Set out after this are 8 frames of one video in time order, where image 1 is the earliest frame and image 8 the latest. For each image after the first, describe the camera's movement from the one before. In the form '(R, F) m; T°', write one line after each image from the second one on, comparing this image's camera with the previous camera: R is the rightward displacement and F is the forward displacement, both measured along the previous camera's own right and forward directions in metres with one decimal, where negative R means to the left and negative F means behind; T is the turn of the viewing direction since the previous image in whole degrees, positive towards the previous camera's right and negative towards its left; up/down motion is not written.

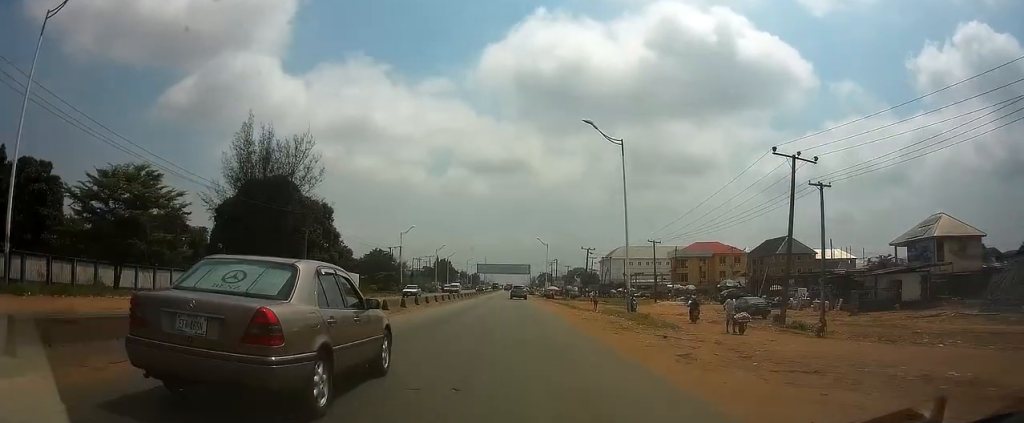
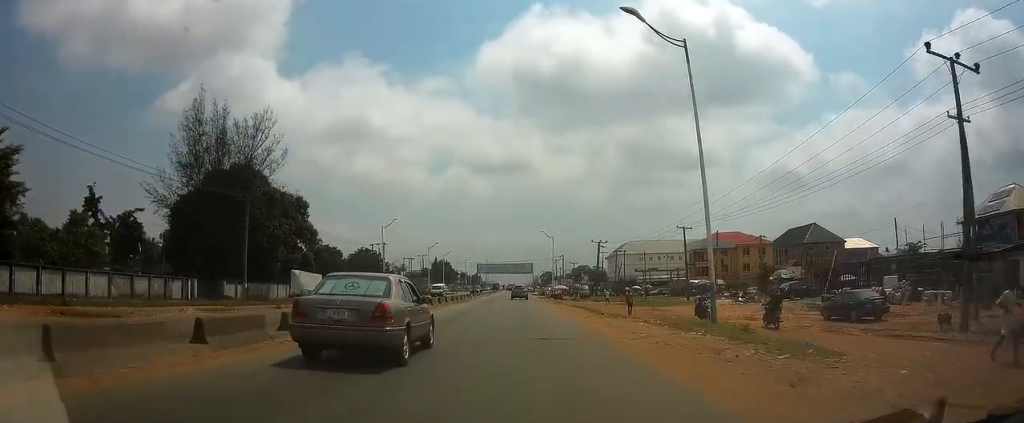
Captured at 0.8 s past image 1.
(0.0, +13.8) m; 0°
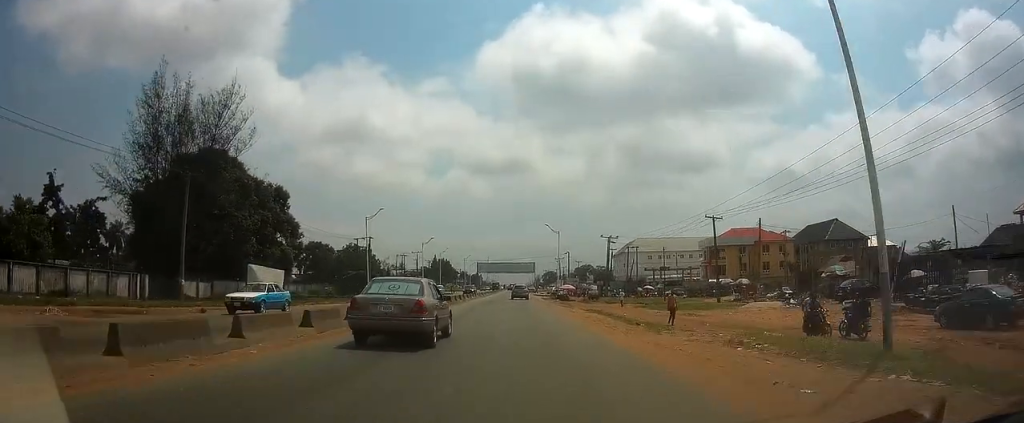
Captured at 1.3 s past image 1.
(0.0, +9.4) m; 0°
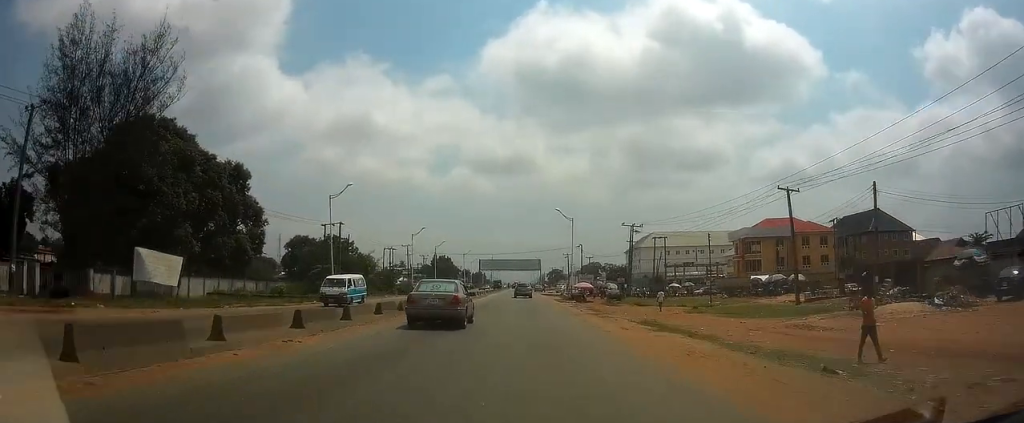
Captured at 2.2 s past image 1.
(-0.1, +16.0) m; -1°
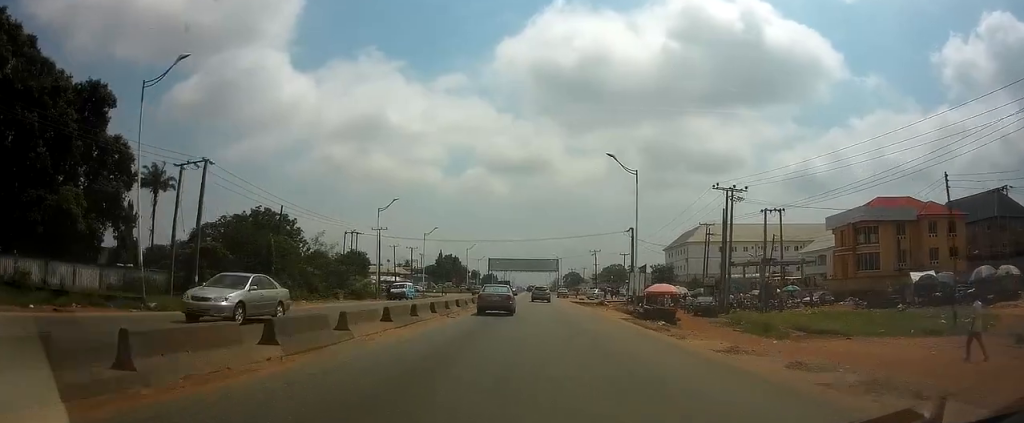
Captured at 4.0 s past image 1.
(-0.4, +32.7) m; -1°
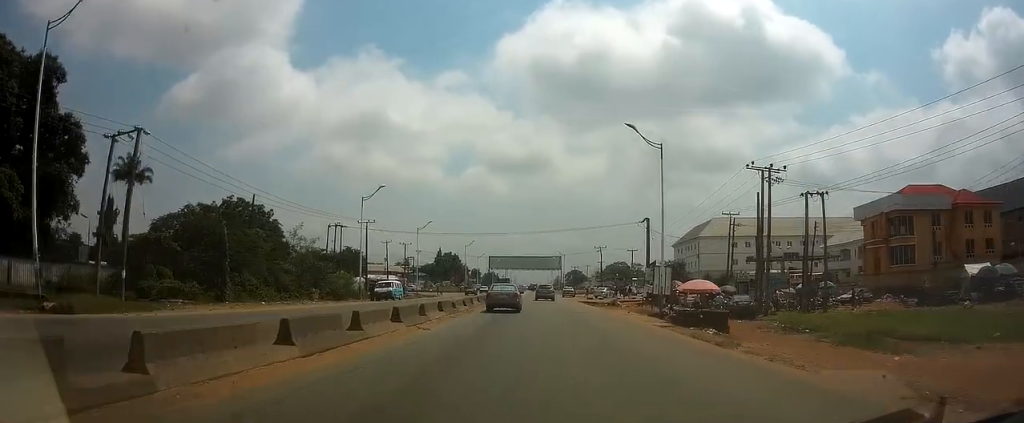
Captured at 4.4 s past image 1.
(0.0, +7.3) m; 0°
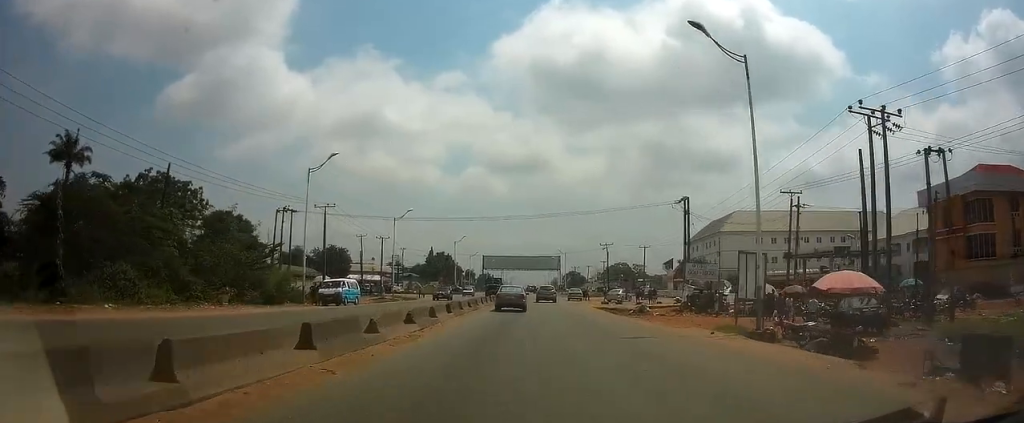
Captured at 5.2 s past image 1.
(+0.1, +14.5) m; 0°
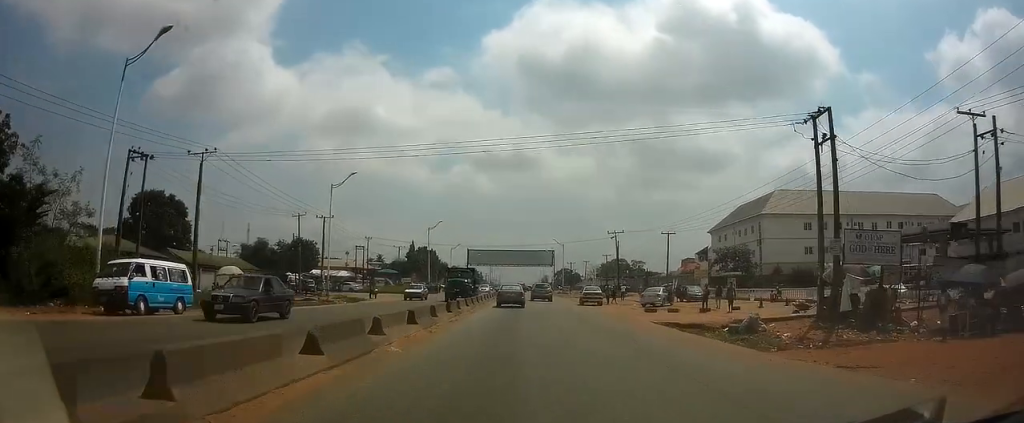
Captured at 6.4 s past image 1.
(+0.1, +22.4) m; +1°
